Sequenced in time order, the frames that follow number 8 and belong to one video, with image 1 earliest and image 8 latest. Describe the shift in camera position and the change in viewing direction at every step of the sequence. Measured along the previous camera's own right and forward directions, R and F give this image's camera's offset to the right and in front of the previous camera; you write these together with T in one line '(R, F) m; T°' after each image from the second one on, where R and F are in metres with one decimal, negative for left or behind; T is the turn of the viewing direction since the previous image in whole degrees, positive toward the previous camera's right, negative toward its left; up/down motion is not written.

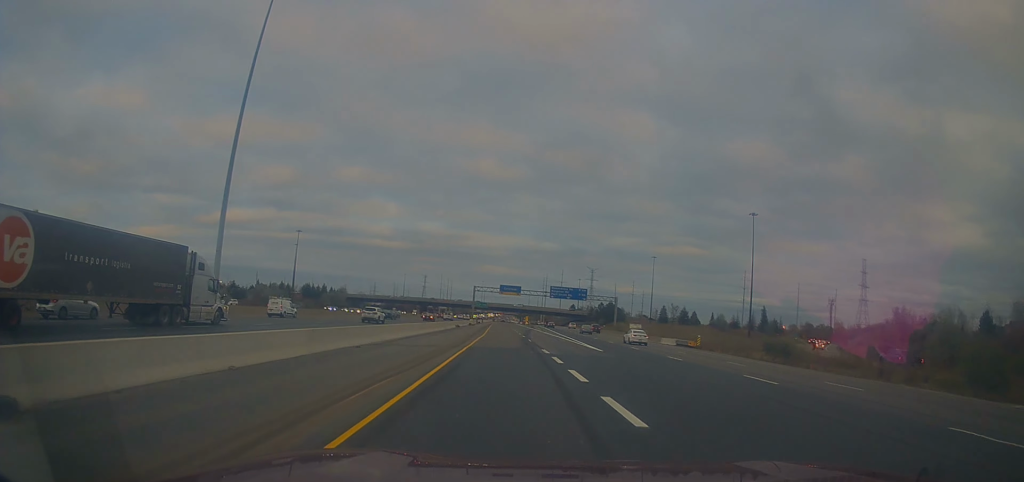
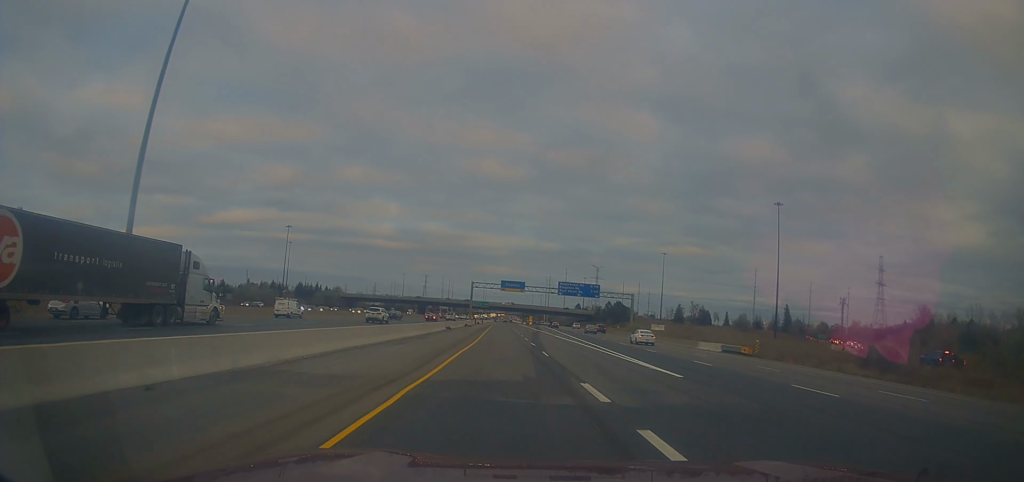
(+0.3, +15.2) m; 0°
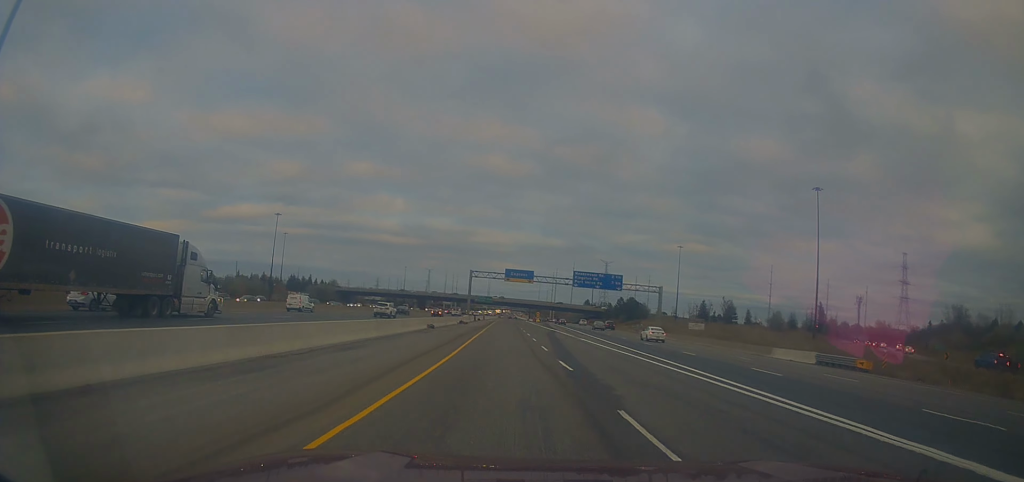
(-0.1, +18.2) m; 0°
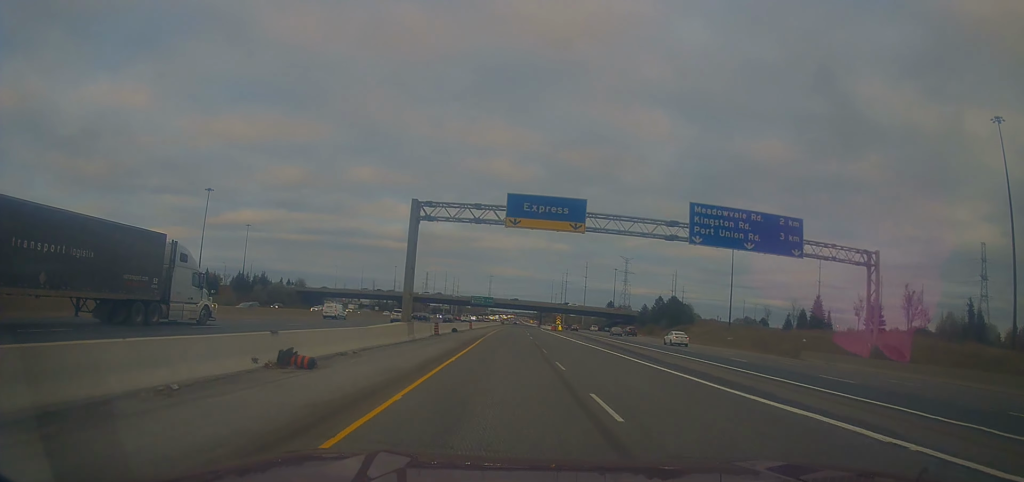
(-0.7, +60.7) m; 0°
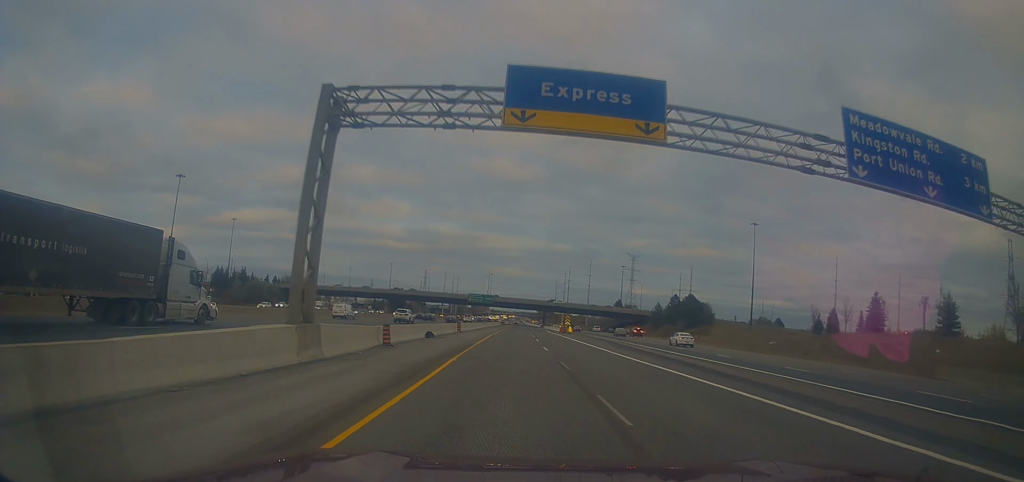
(-0.1, +18.3) m; +1°
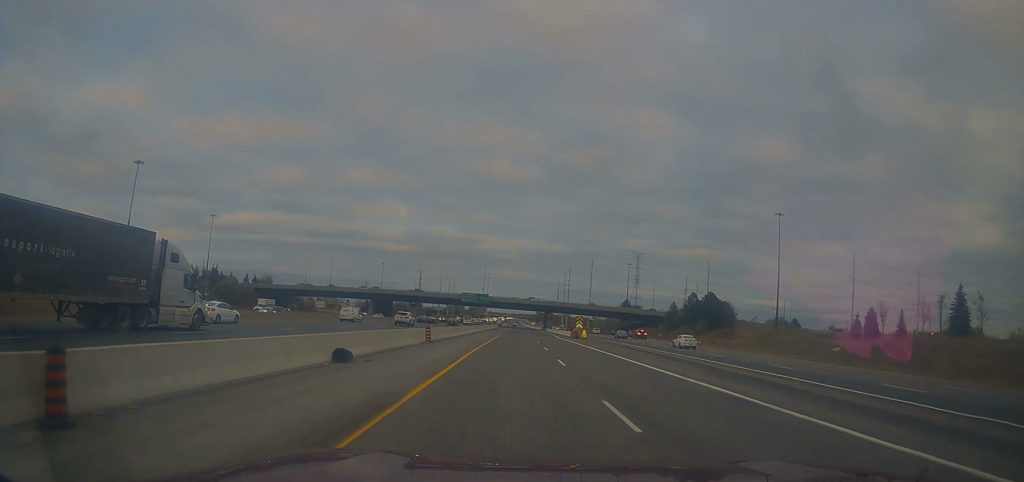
(+0.3, +20.4) m; 0°
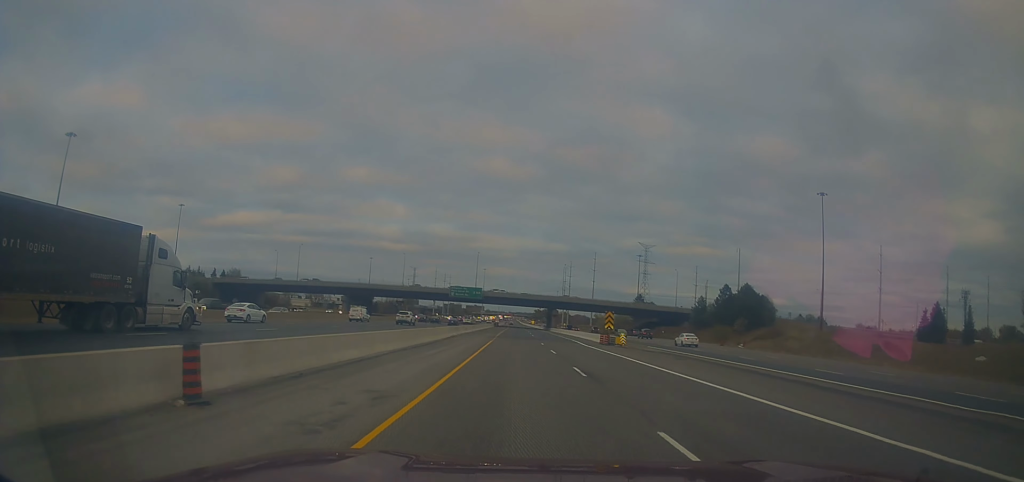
(-0.3, +27.6) m; 0°
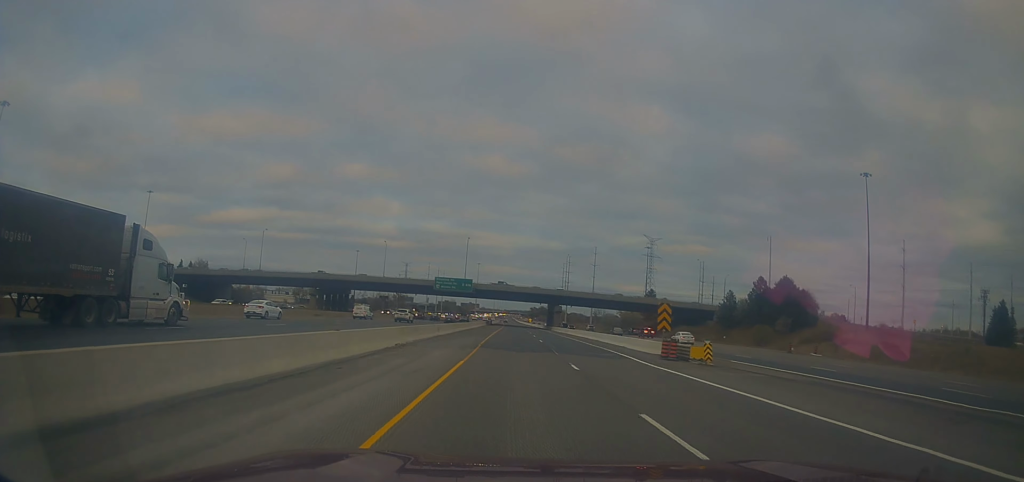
(-0.2, +22.6) m; 0°
